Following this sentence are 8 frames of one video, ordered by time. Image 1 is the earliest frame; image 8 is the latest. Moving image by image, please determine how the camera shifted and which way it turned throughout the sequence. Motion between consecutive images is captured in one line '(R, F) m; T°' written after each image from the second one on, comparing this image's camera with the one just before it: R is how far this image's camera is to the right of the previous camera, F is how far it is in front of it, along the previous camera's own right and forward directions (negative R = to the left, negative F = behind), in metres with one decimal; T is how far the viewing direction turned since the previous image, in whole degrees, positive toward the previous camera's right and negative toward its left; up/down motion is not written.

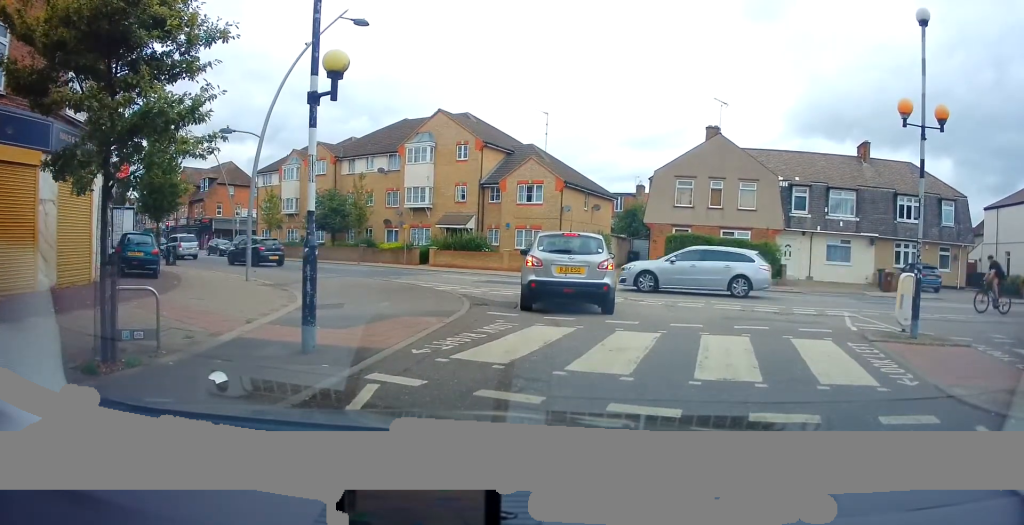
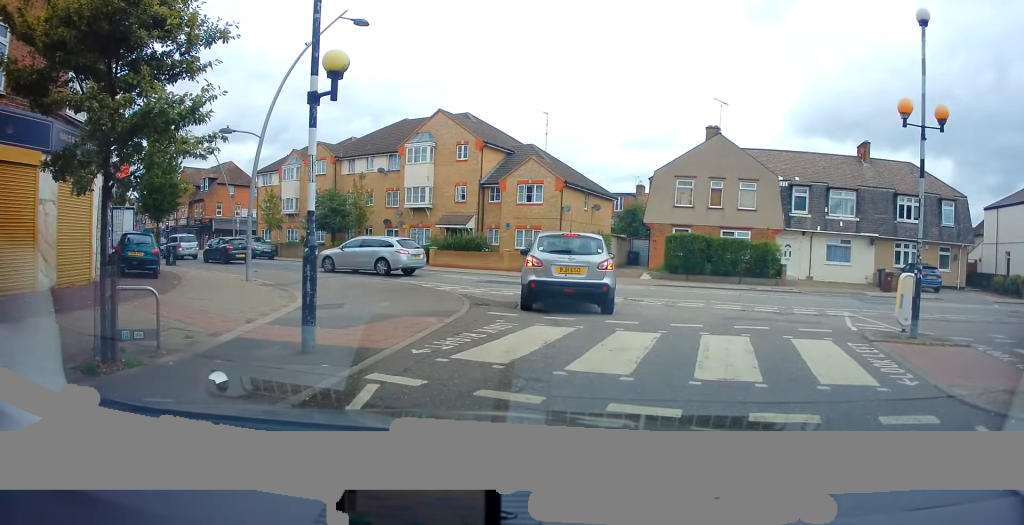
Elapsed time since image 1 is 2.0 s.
(0.0, 0.0) m; 0°
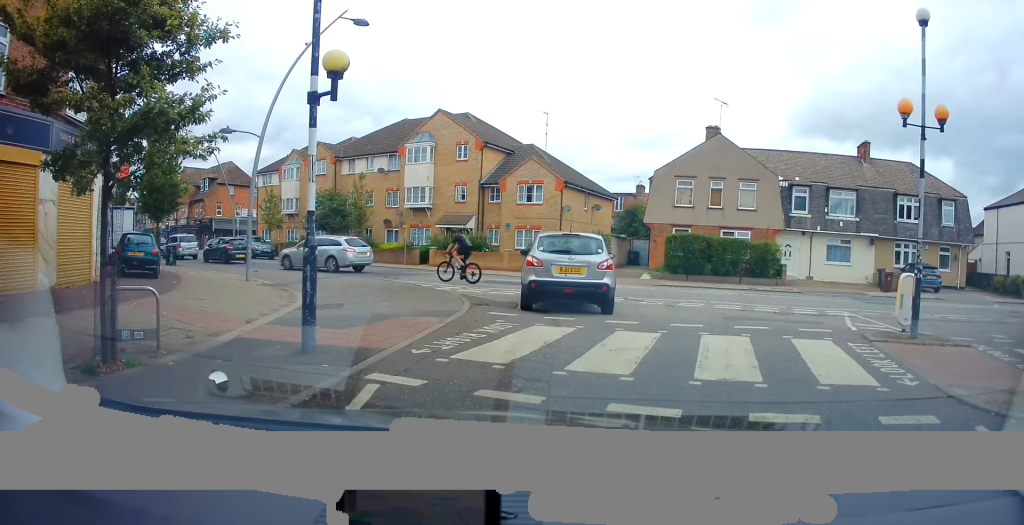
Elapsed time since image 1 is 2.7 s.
(0.0, 0.0) m; 0°
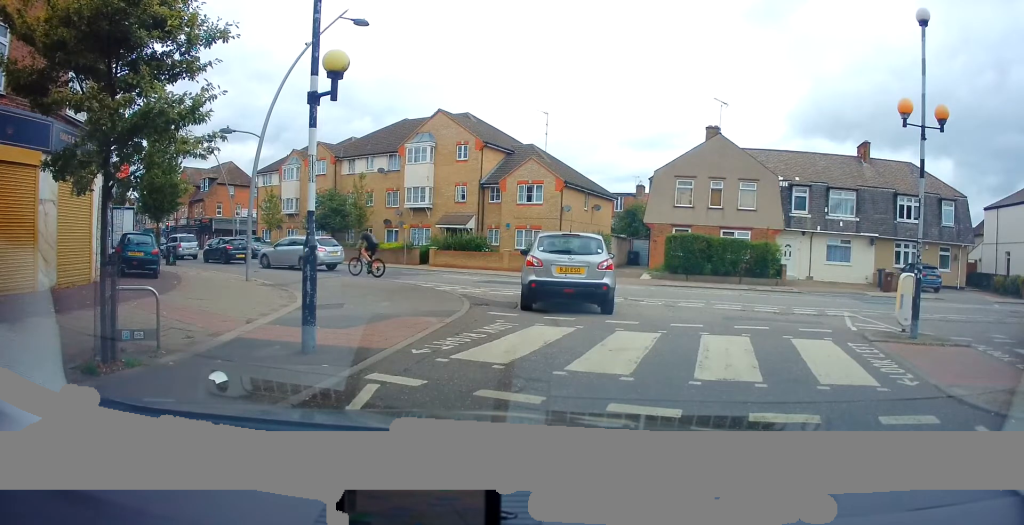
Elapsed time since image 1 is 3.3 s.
(0.0, 0.0) m; 0°
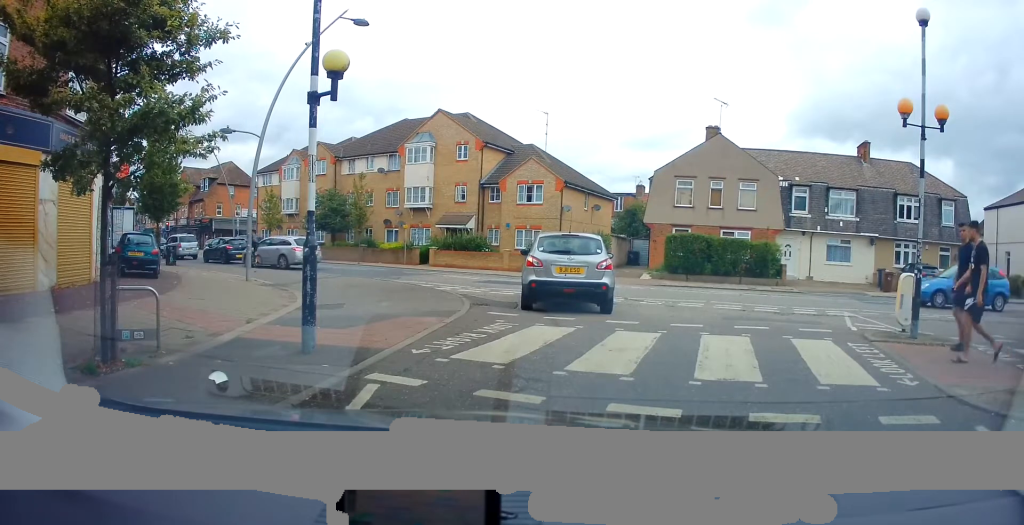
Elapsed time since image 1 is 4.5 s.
(0.0, 0.0) m; 0°
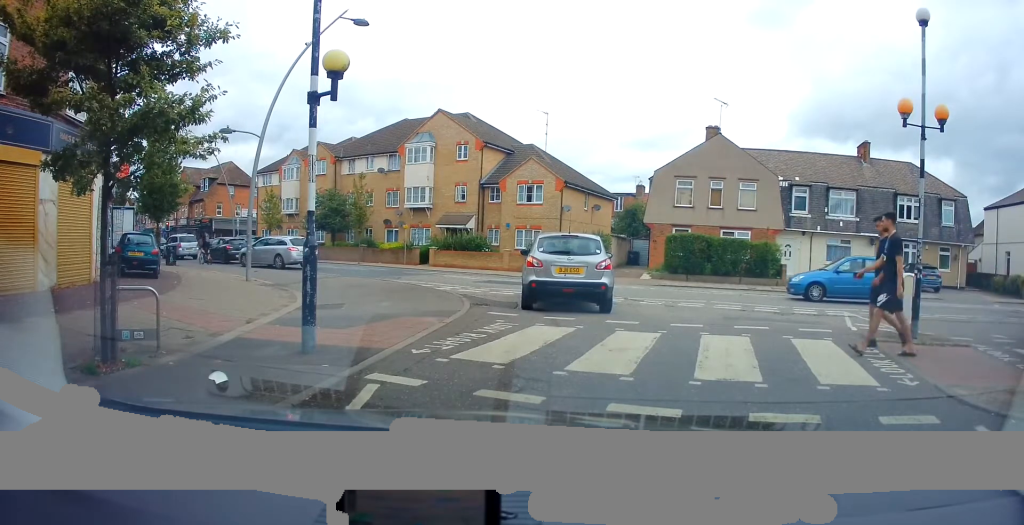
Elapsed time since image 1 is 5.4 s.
(0.0, 0.0) m; 0°
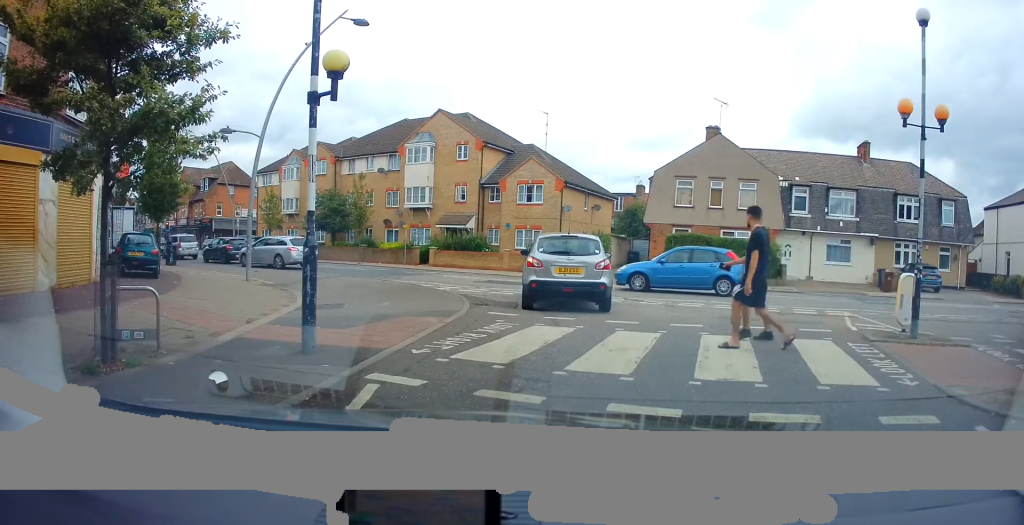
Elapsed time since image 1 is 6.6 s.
(0.0, 0.0) m; 0°
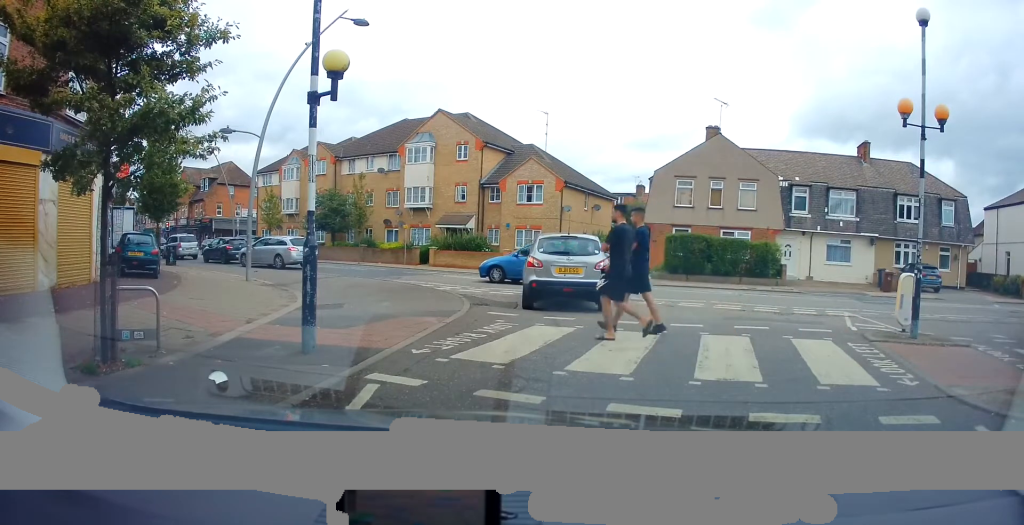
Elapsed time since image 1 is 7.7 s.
(0.0, 0.0) m; 0°
